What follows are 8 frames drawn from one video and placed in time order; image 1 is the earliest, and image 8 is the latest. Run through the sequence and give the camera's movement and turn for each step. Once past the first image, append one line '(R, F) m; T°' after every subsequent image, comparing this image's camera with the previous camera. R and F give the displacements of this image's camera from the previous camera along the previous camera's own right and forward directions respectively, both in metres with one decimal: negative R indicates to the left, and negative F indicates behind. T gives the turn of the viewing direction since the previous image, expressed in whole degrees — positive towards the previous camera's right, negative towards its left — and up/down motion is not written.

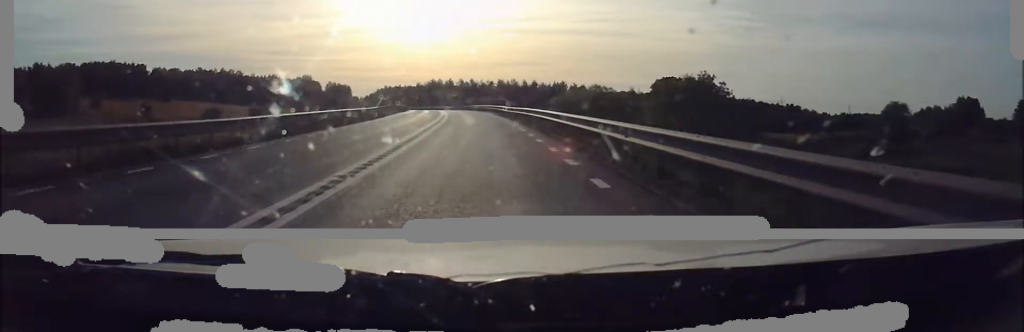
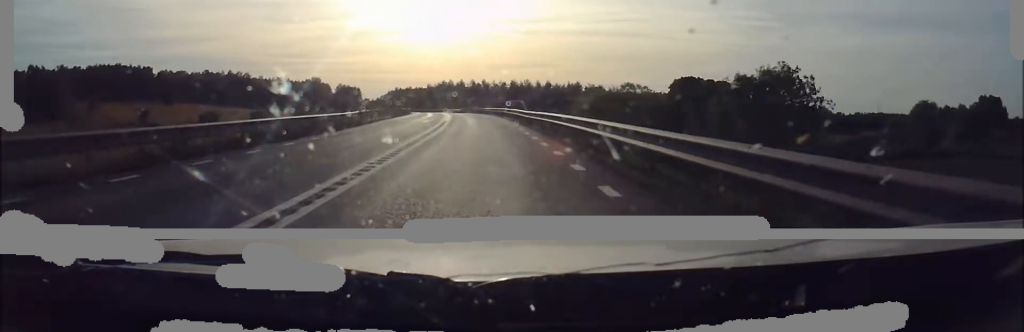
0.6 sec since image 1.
(0.0, +10.0) m; -1°
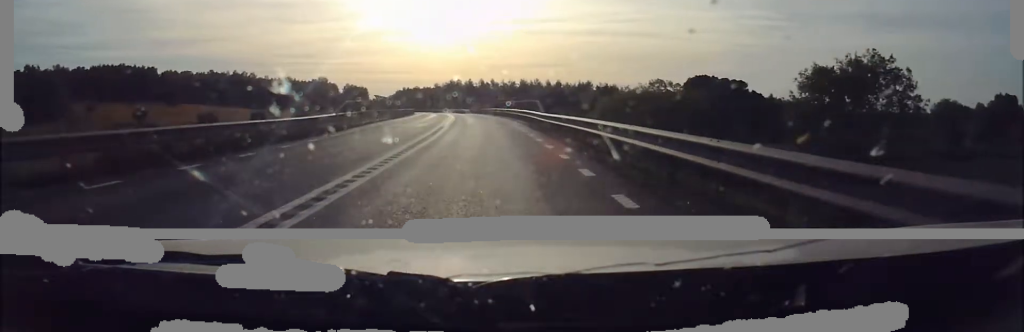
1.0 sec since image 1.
(+0.1, +7.0) m; -1°
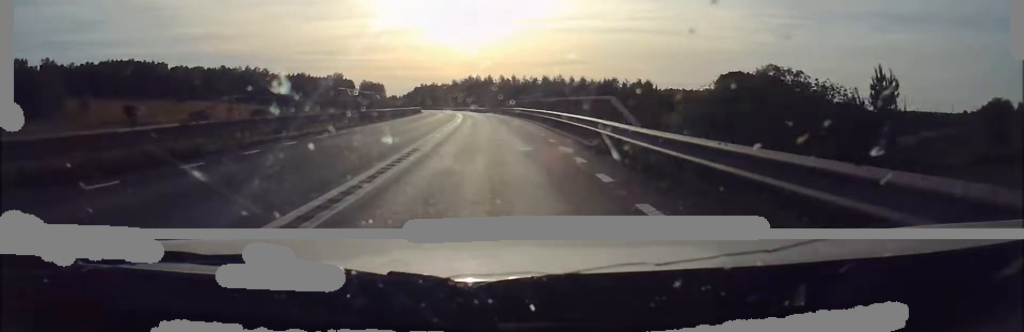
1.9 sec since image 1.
(-0.5, +15.7) m; -2°
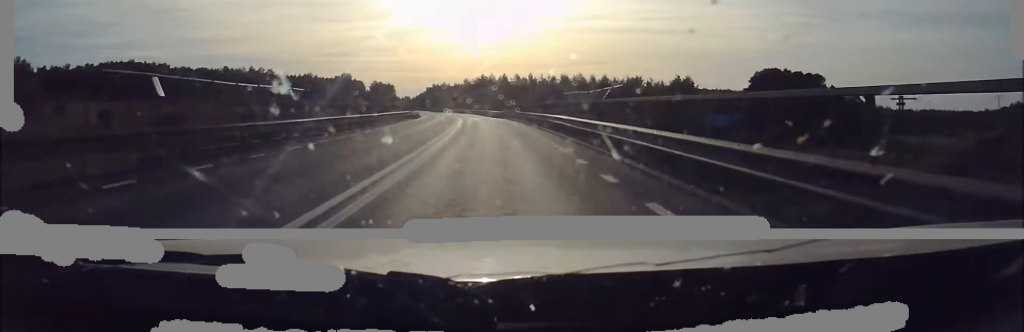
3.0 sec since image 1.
(-0.2, +20.4) m; -1°
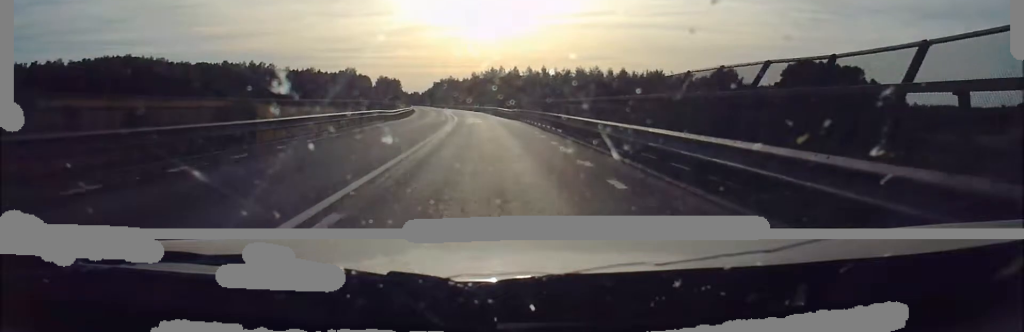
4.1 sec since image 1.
(0.0, +18.2) m; 0°
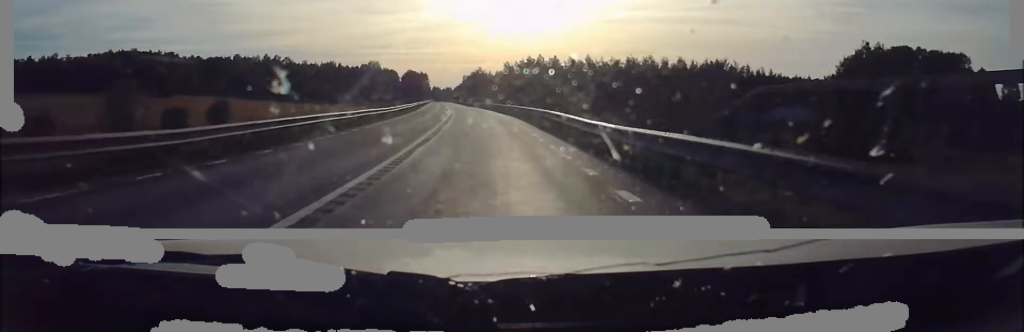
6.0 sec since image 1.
(-1.5, +35.7) m; -6°
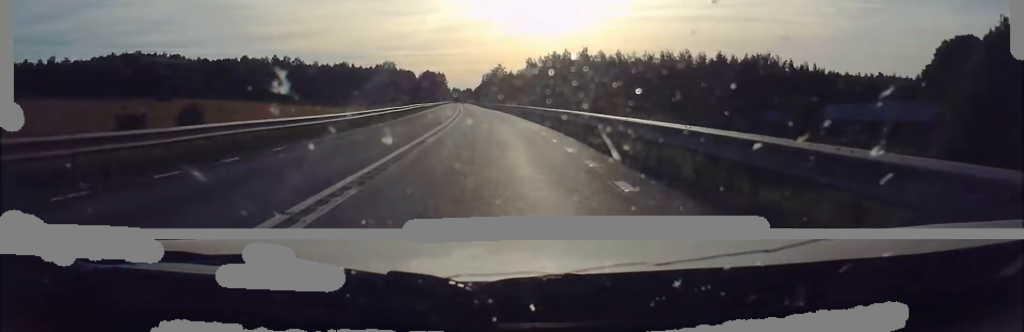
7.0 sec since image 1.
(-0.7, +20.0) m; -1°
